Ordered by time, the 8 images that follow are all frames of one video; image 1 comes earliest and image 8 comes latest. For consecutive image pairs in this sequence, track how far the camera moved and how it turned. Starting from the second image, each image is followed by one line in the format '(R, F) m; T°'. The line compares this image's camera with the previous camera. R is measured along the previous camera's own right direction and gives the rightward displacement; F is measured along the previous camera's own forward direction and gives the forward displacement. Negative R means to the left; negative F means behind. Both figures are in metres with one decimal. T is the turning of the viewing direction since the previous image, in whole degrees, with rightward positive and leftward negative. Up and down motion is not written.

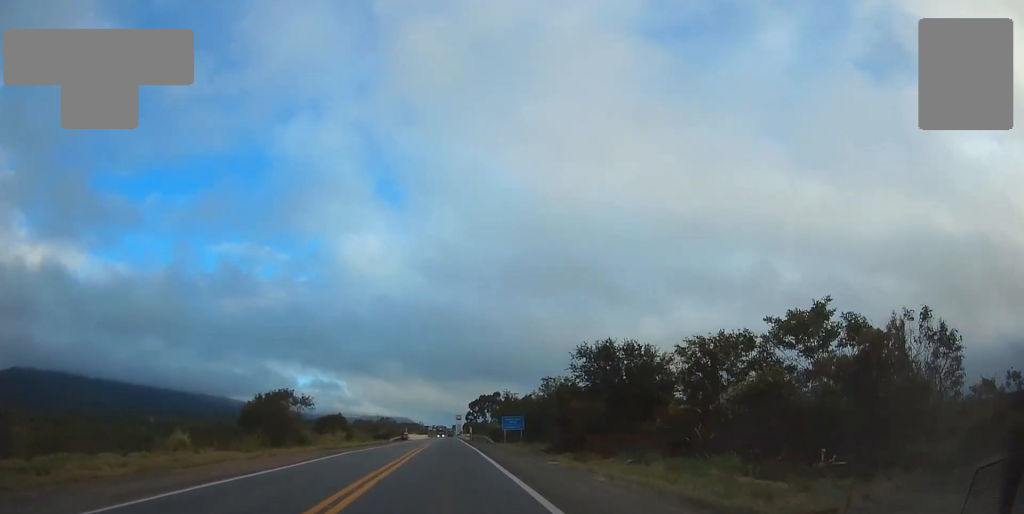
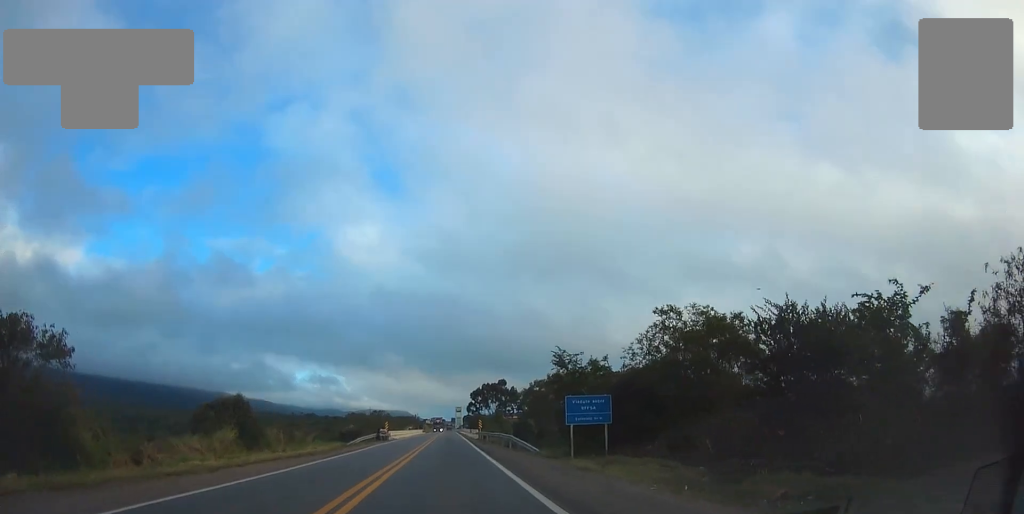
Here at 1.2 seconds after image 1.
(-0.4, +30.3) m; 0°
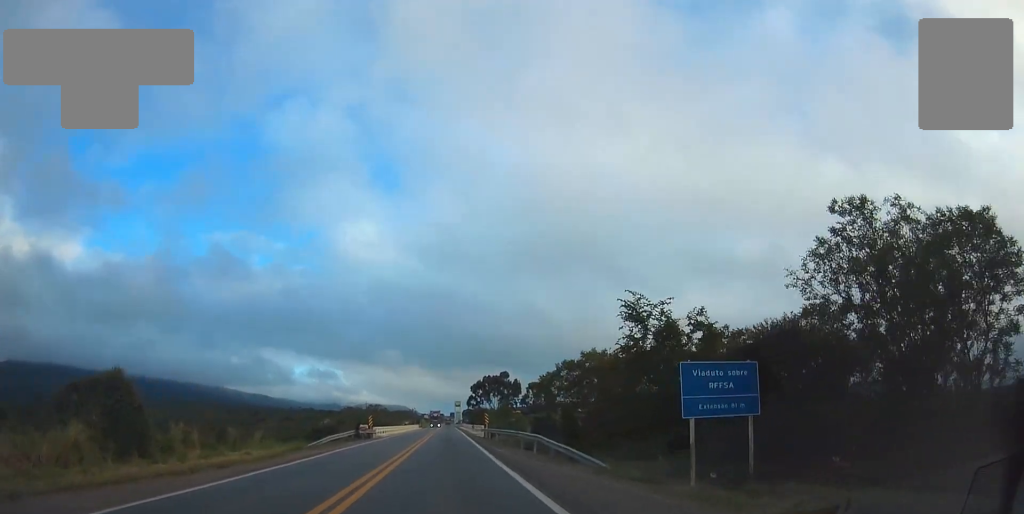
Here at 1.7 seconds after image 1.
(+0.1, +13.1) m; 0°
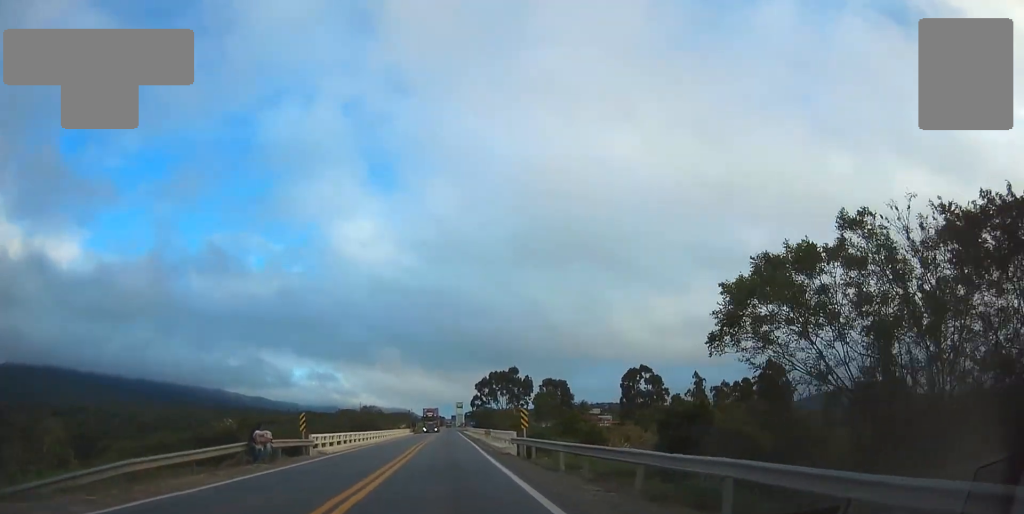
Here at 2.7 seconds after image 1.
(0.0, +26.1) m; 0°
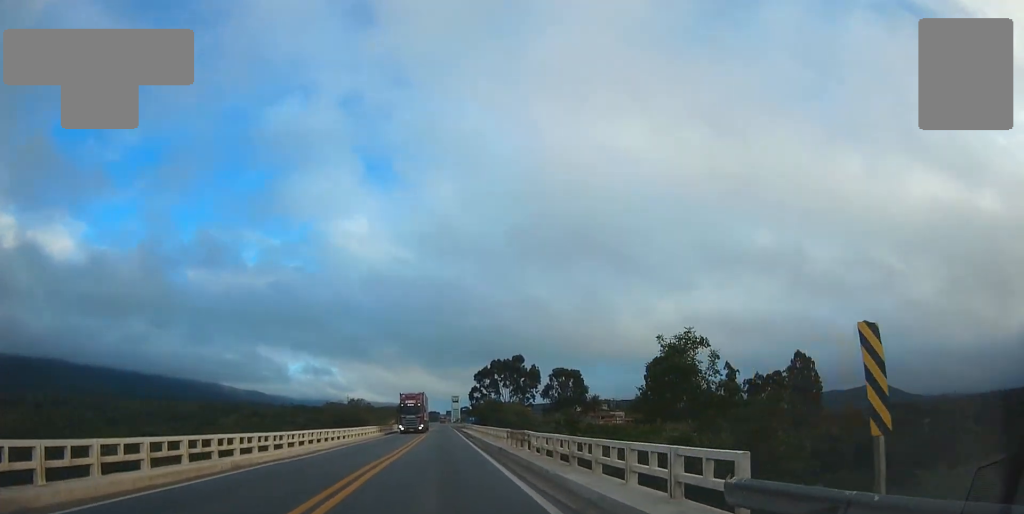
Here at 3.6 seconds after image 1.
(+0.1, +23.4) m; 0°
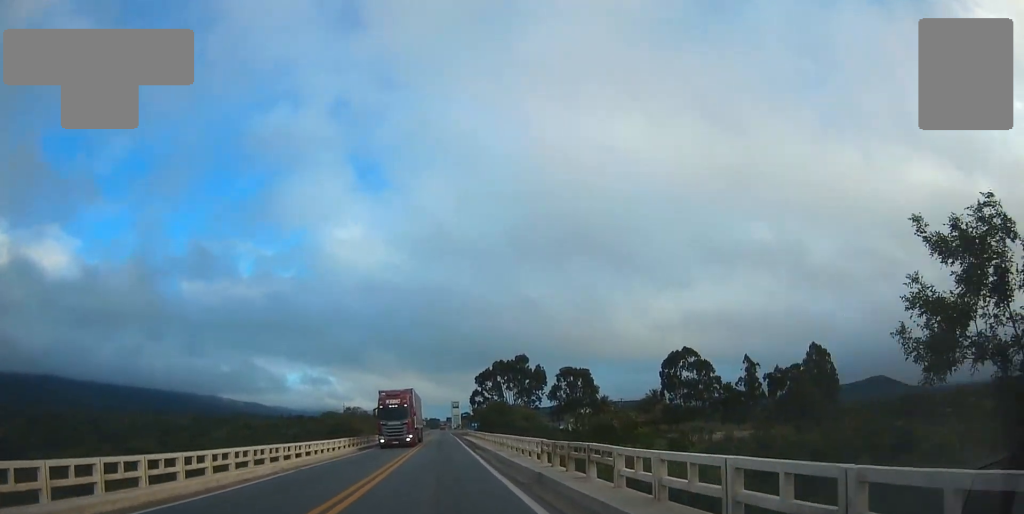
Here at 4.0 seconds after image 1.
(+0.2, +10.8) m; 0°
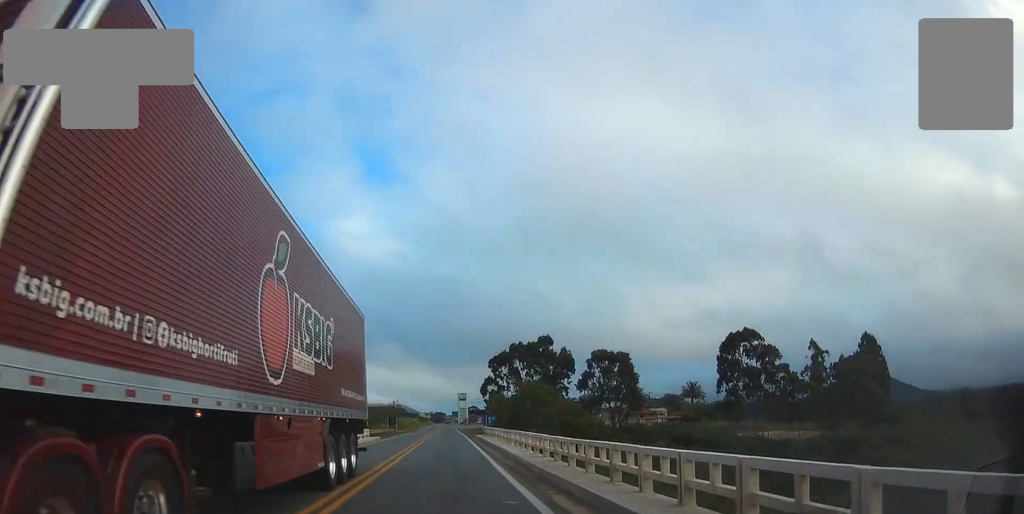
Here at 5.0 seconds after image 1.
(-0.5, +25.1) m; 0°
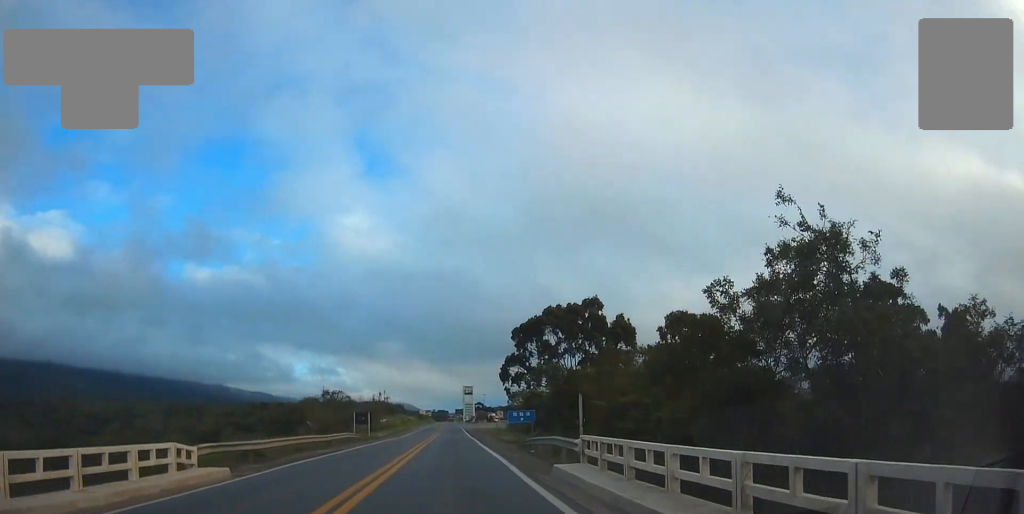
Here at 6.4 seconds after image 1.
(+0.4, +37.4) m; 0°
